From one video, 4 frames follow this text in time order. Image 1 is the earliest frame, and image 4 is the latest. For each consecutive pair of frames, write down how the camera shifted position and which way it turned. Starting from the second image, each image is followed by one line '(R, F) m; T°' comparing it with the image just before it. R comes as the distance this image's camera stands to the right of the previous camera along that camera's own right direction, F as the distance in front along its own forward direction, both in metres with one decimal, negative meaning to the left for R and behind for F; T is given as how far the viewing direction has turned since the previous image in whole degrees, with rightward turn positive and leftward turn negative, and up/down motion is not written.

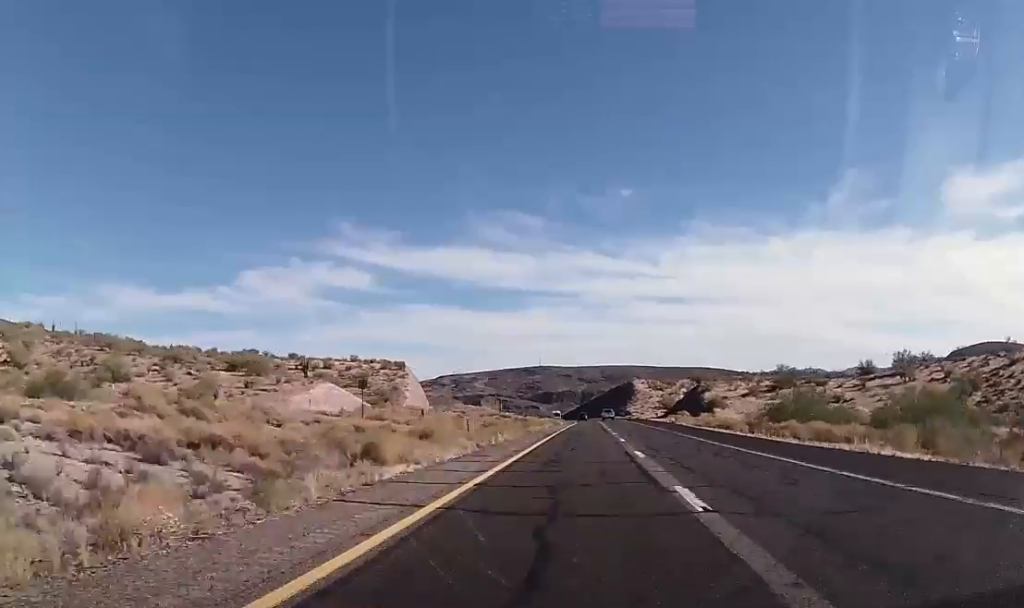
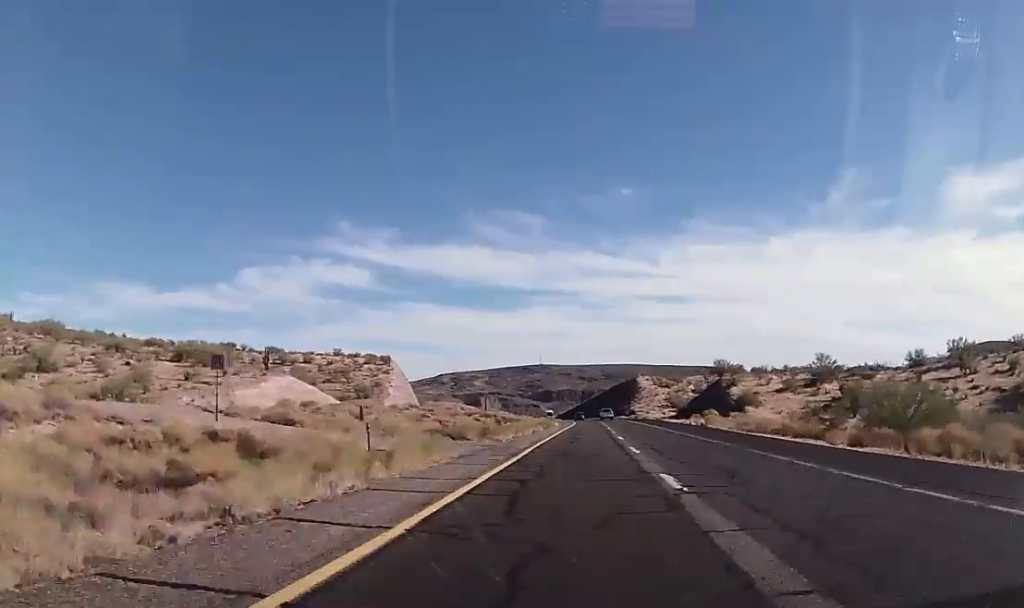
(+0.1, +21.4) m; 0°
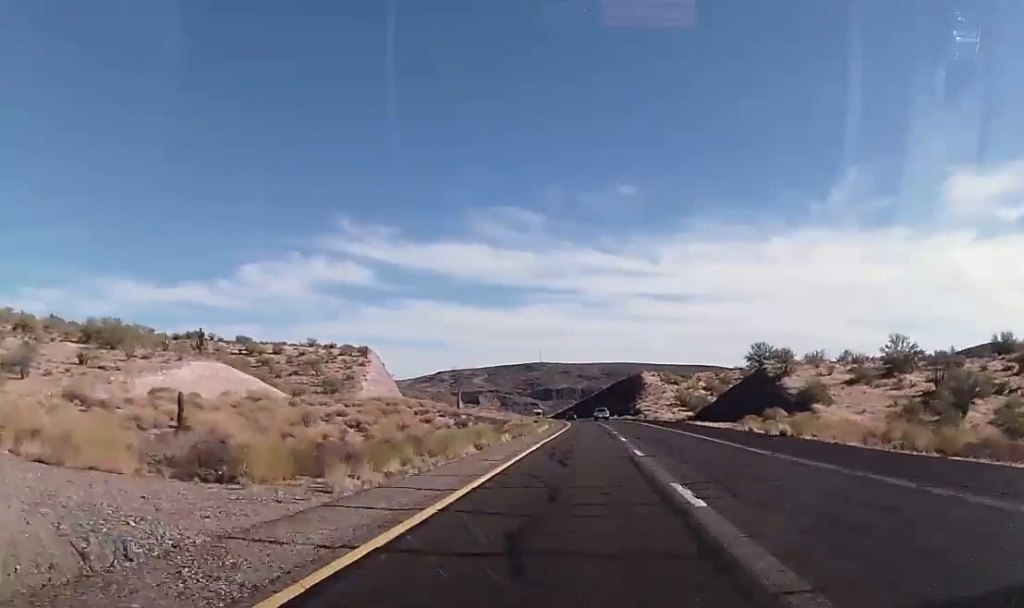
(-0.2, +26.5) m; 0°
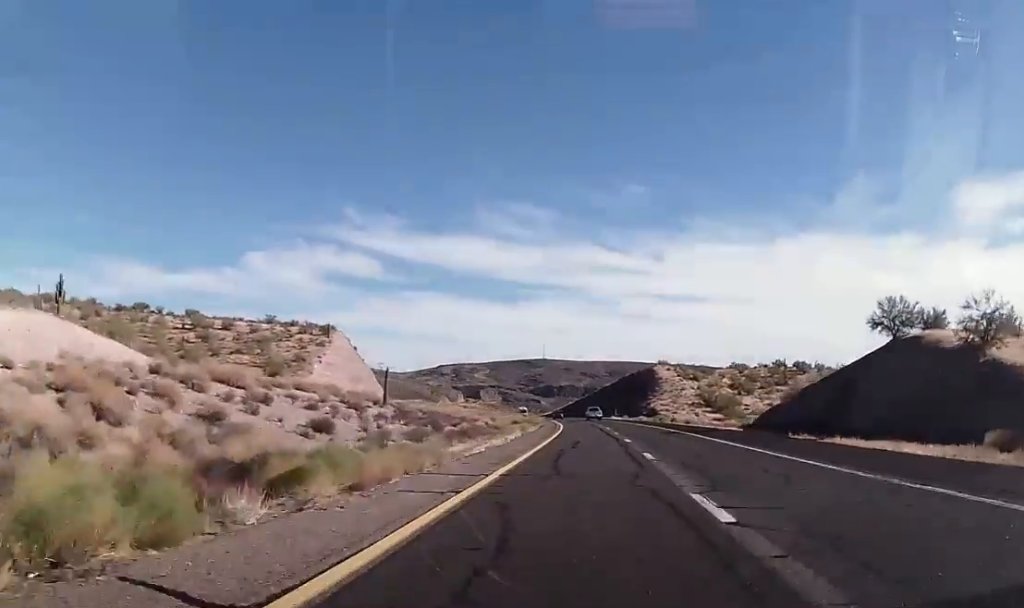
(+0.3, +39.0) m; 0°
